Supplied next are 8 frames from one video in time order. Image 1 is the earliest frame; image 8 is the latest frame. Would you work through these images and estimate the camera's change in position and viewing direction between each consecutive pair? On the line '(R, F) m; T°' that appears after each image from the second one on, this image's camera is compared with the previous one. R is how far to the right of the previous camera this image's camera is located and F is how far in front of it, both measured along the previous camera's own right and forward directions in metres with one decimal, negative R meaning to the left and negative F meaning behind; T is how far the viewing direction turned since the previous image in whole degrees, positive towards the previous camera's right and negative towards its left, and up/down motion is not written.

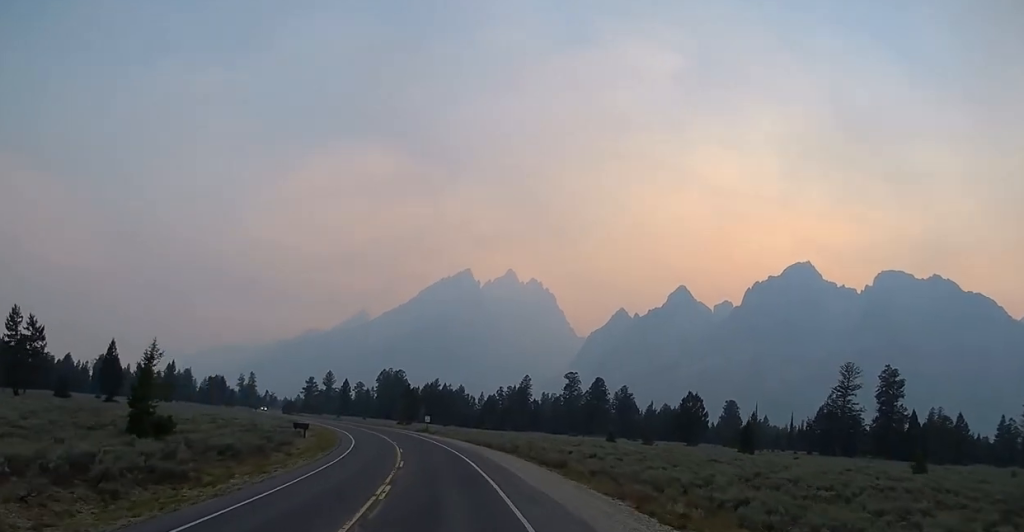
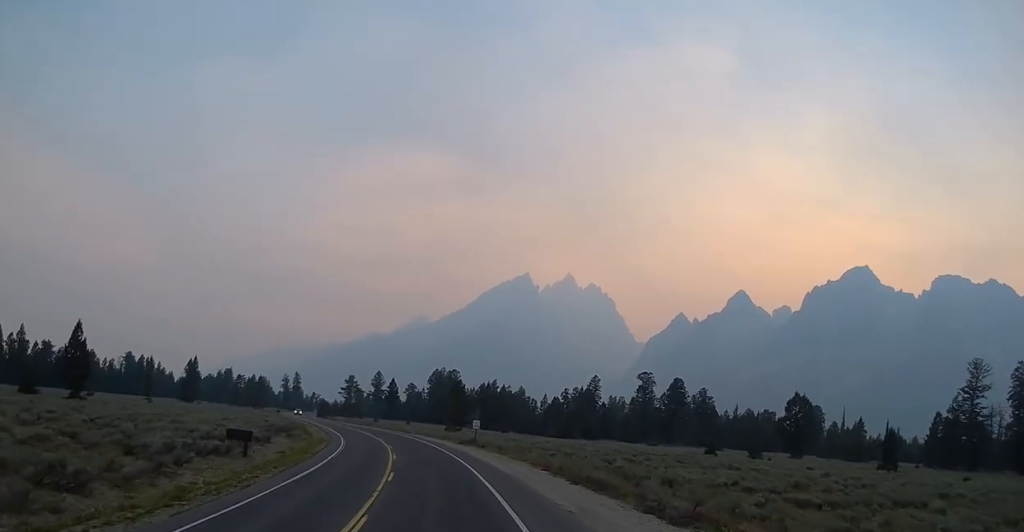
(-1.3, +31.2) m; -5°
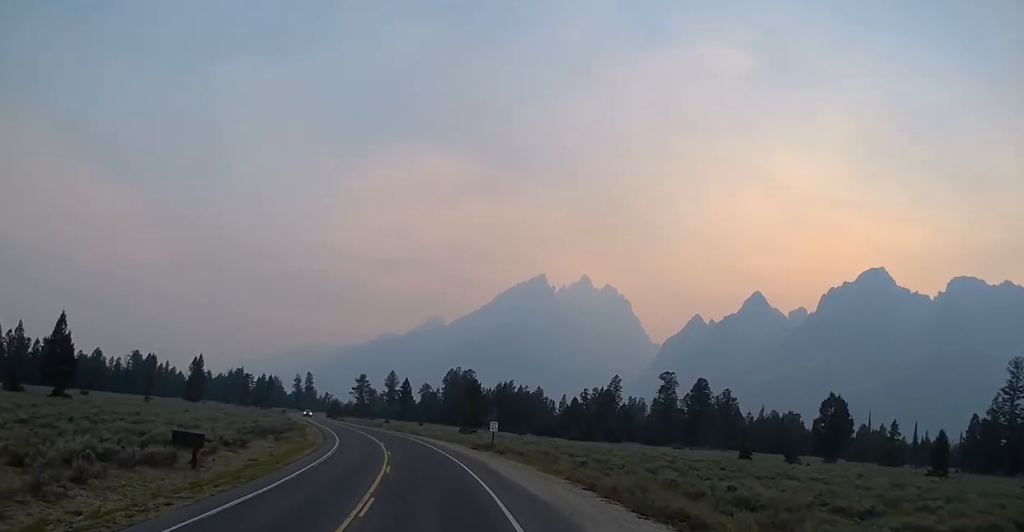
(-0.2, +8.8) m; -1°
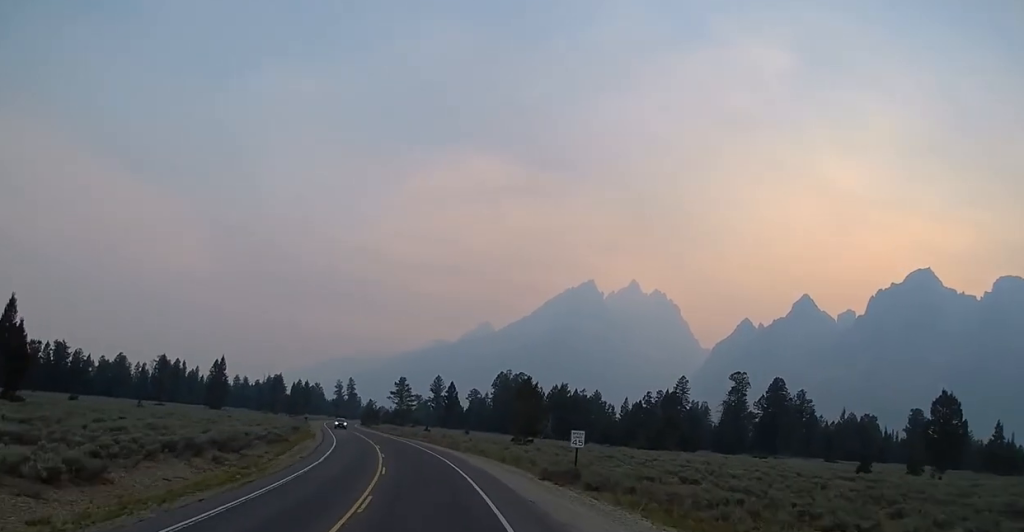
(-0.6, +22.0) m; -4°
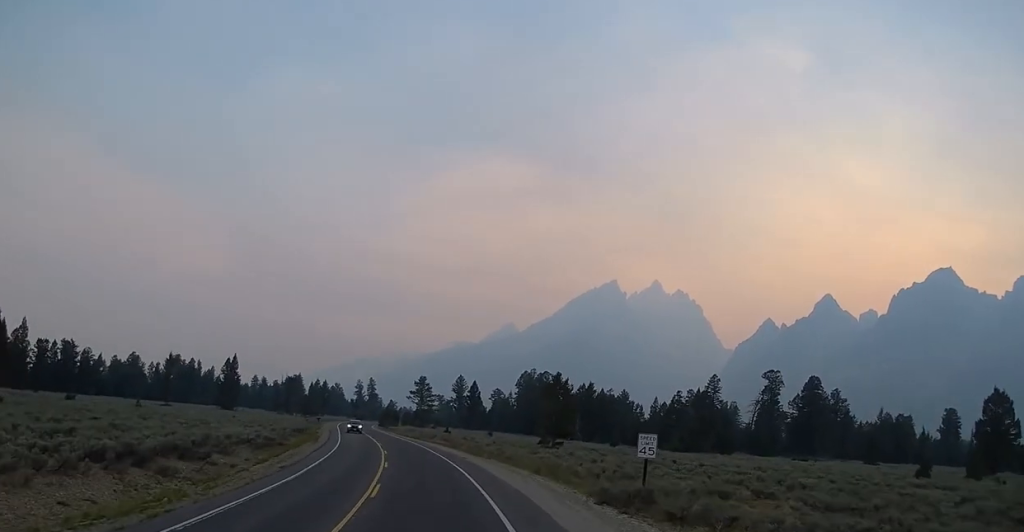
(-0.1, +8.6) m; -1°
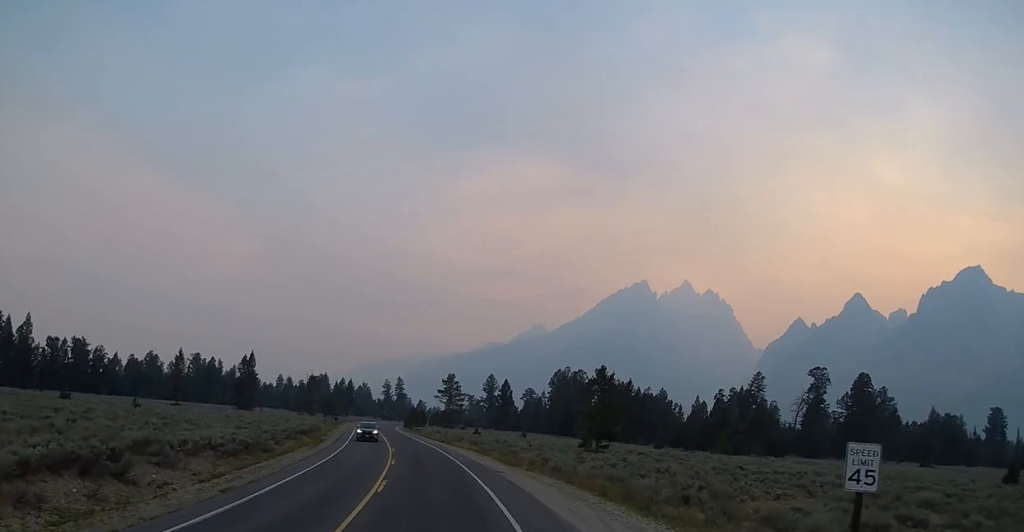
(-0.3, +11.8) m; -2°
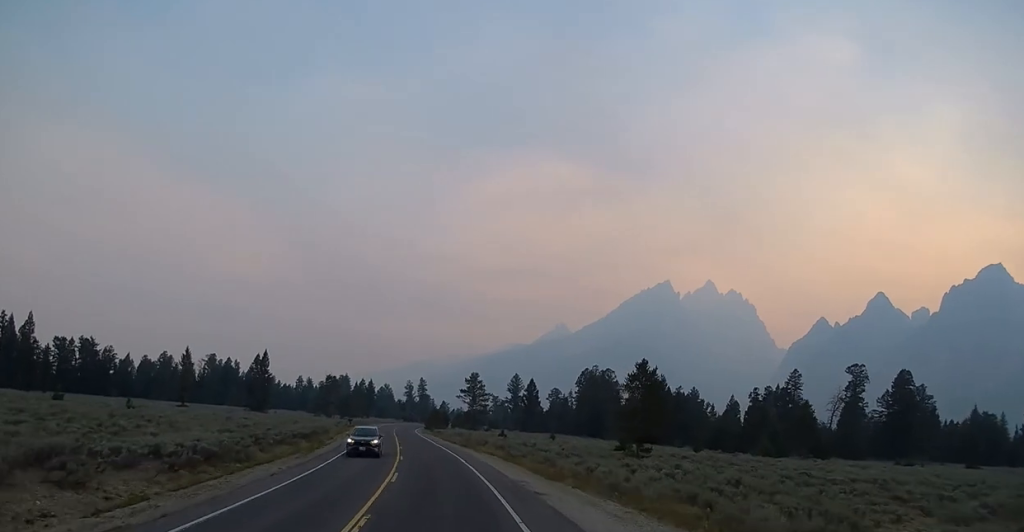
(-0.1, +8.9) m; -1°
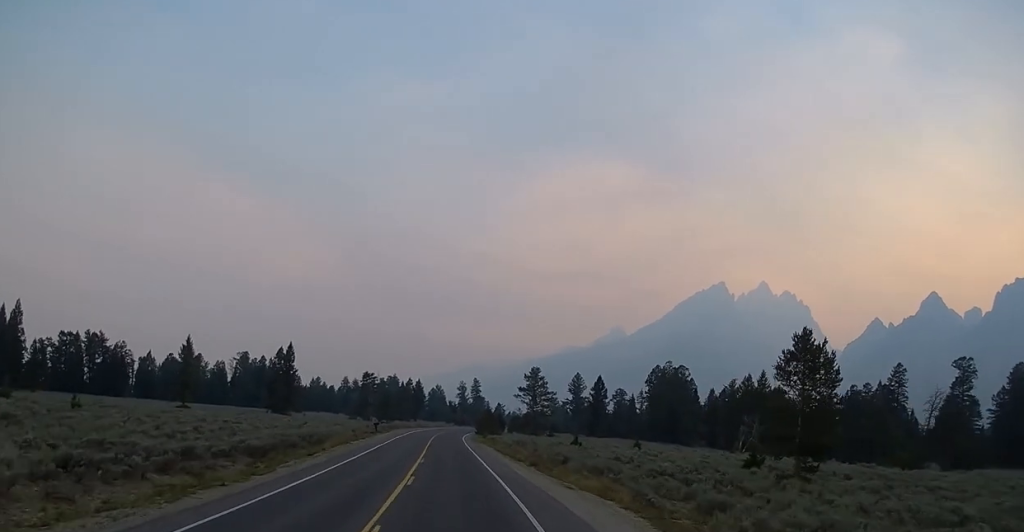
(-0.9, +25.3) m; -5°
